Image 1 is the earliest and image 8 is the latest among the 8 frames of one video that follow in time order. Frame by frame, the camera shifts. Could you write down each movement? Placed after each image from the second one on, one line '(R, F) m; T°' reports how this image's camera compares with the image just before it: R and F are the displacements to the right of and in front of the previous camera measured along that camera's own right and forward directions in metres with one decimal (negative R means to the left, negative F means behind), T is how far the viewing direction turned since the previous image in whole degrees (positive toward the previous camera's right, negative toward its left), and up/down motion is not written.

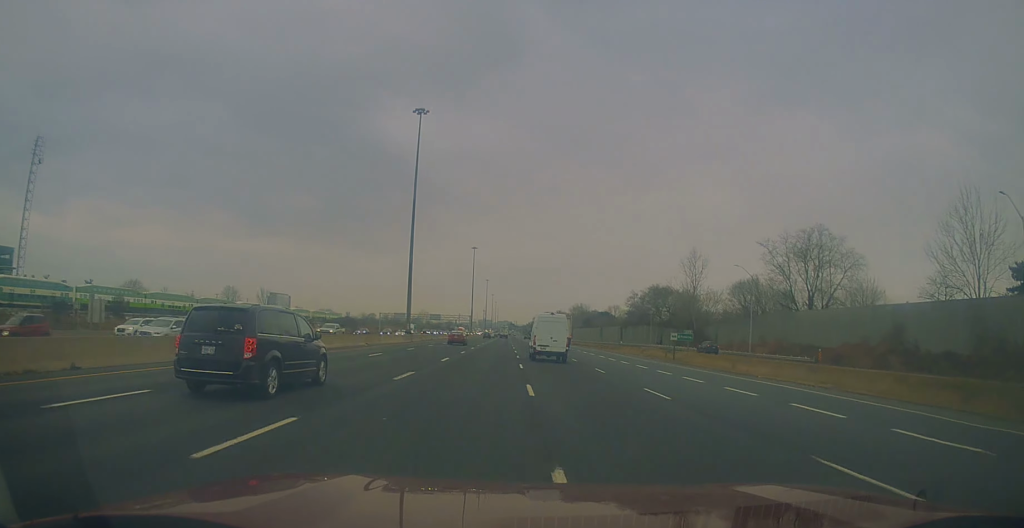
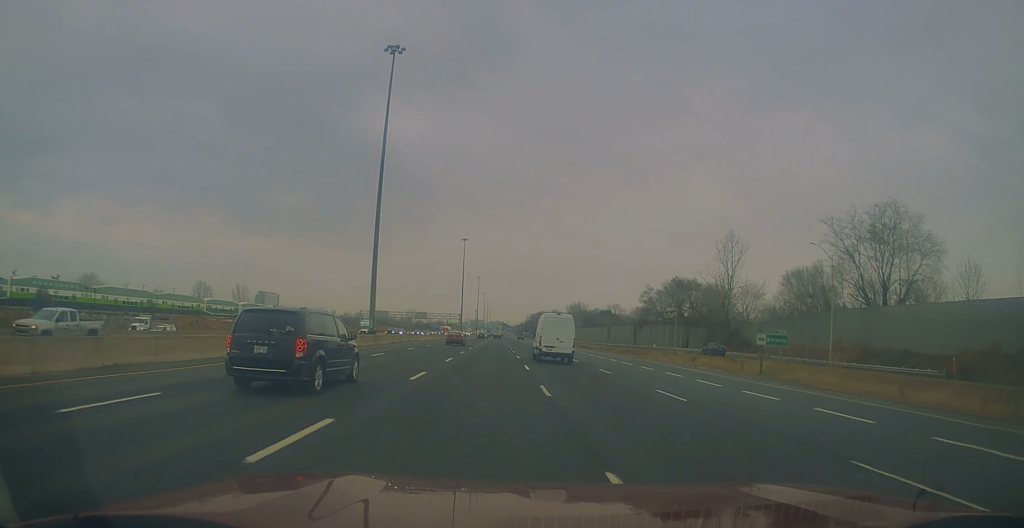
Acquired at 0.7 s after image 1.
(+0.1, +22.3) m; +1°
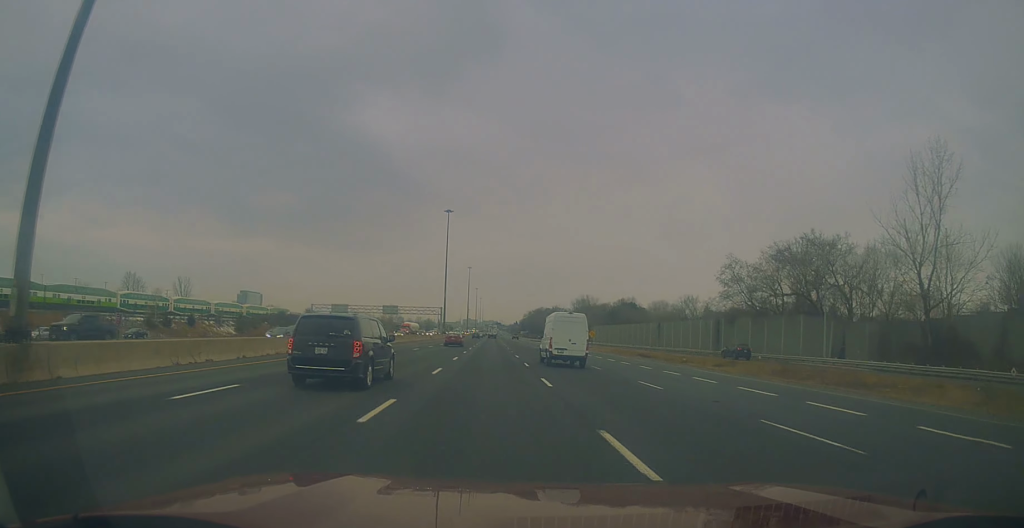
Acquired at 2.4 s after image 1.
(+1.3, +52.4) m; +1°
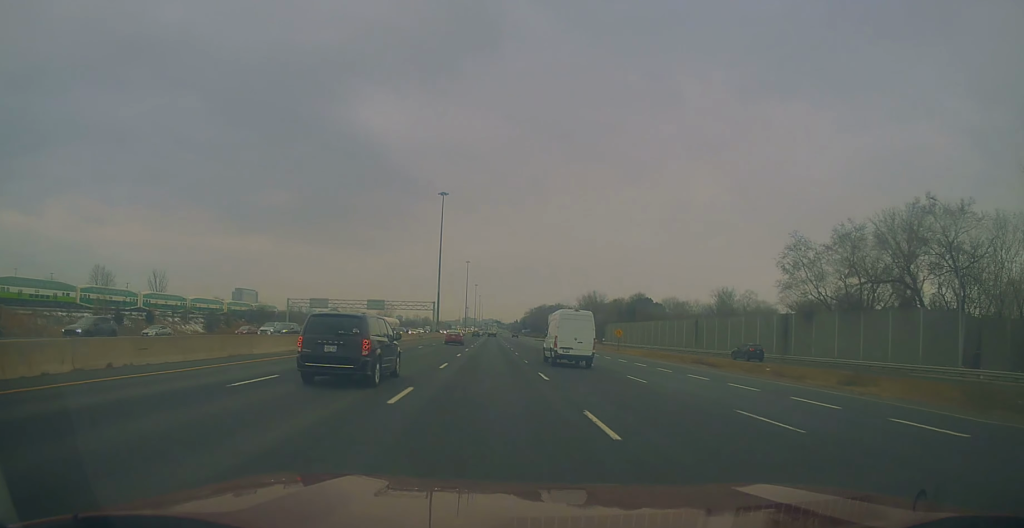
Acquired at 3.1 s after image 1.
(-0.3, +19.8) m; 0°
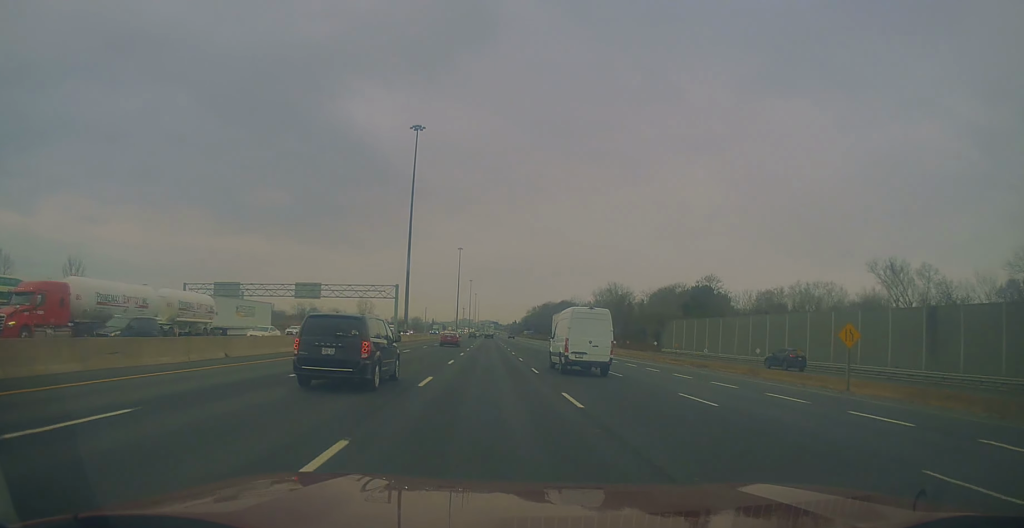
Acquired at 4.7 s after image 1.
(+0.3, +51.2) m; 0°
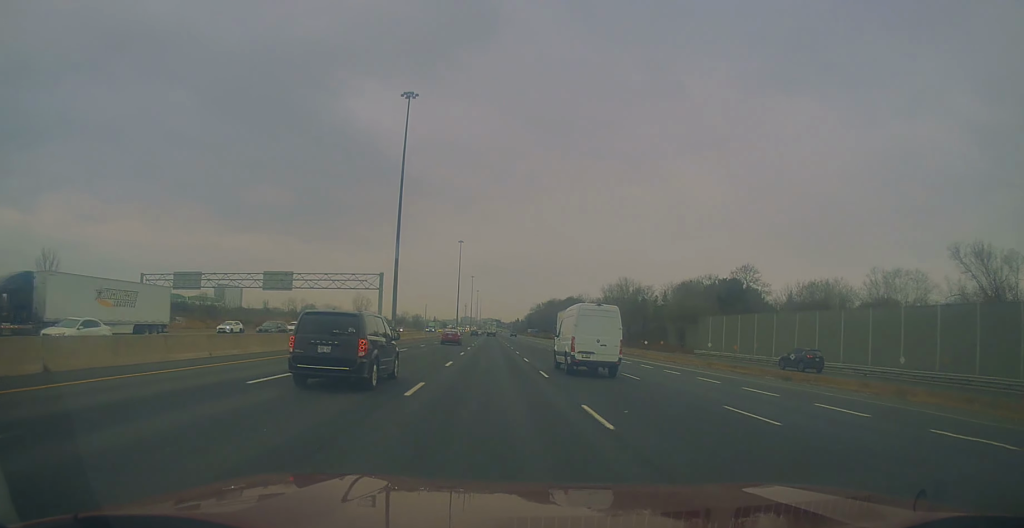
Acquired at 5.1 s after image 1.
(-0.1, +14.1) m; 0°
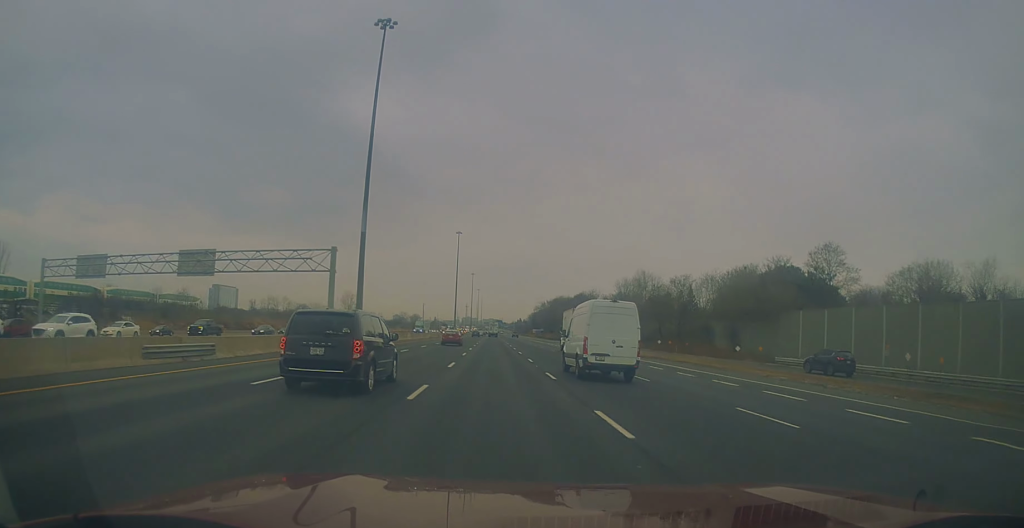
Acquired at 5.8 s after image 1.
(0.0, +22.9) m; 0°
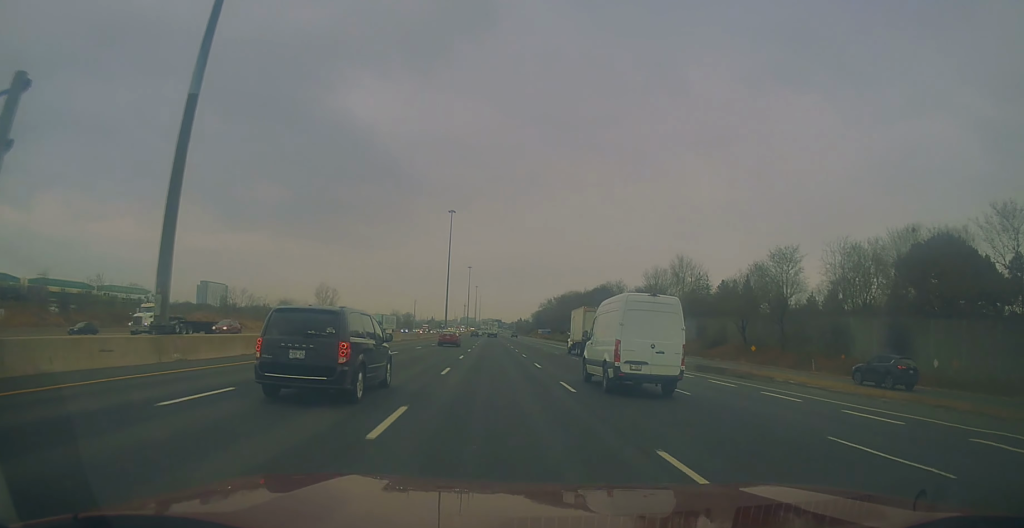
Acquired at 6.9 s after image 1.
(+0.1, +37.5) m; 0°
